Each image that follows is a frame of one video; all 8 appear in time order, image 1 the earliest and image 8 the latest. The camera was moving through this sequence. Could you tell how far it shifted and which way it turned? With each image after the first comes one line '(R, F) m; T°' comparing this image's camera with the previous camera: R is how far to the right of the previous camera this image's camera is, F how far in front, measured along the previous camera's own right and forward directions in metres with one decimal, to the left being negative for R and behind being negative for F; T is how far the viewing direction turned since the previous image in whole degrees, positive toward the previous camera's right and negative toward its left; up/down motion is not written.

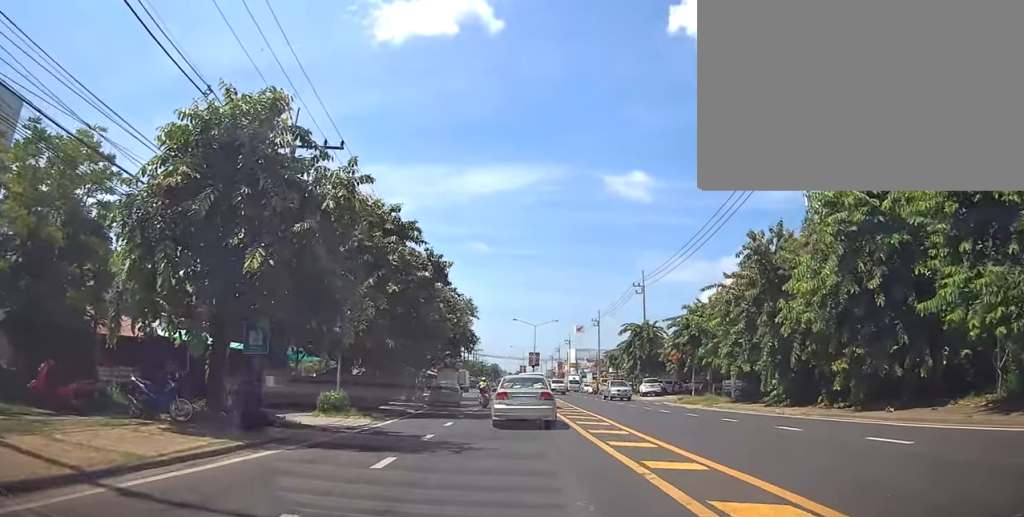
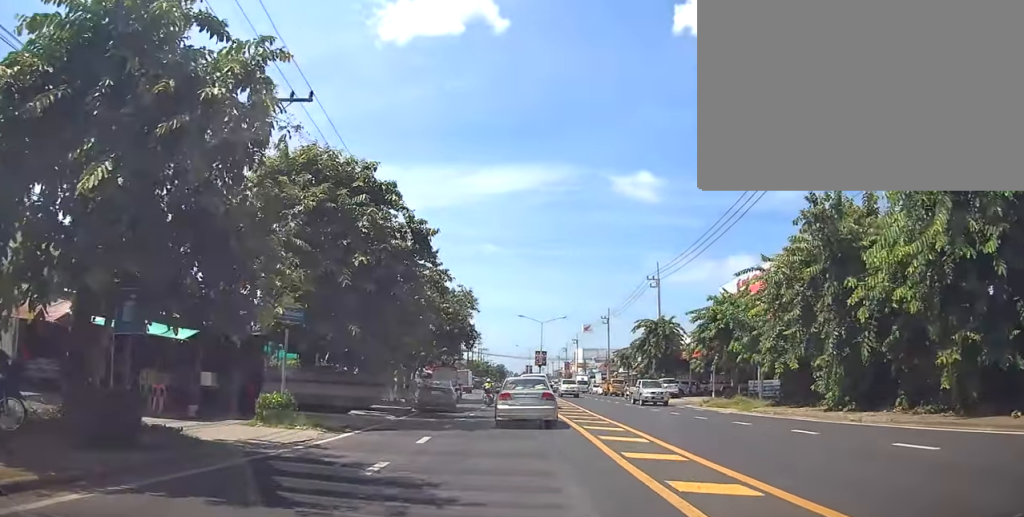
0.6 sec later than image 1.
(-0.1, +4.9) m; -1°
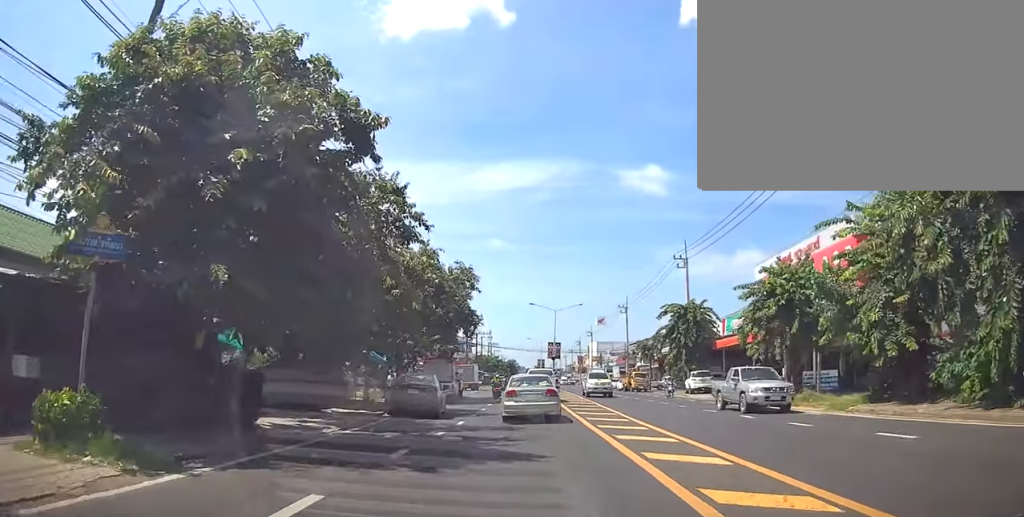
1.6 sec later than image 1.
(0.0, +7.5) m; 0°
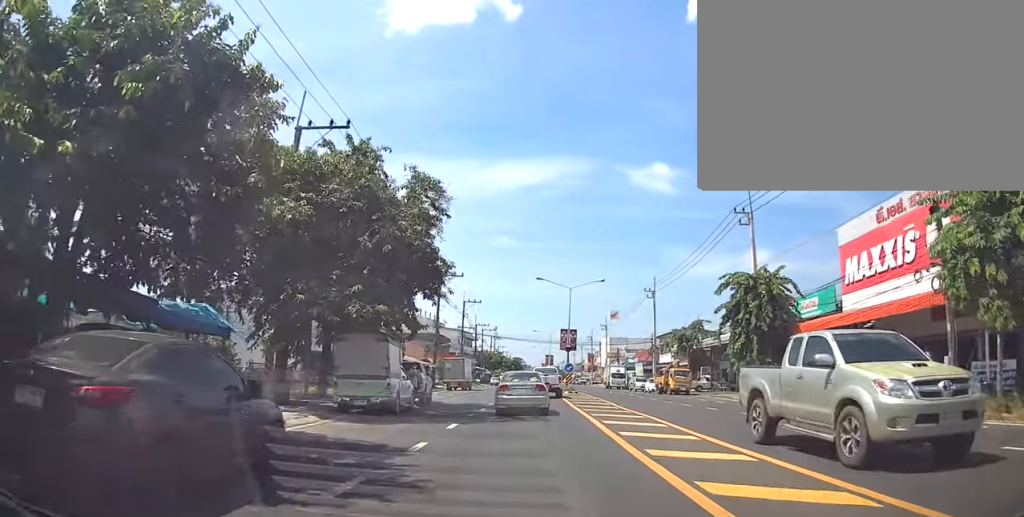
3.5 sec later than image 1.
(+0.1, +15.2) m; +6°
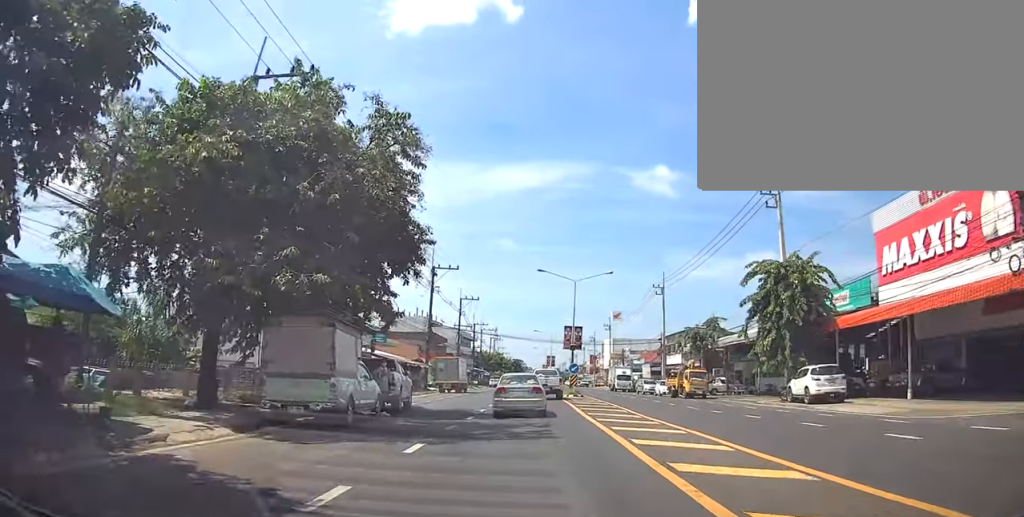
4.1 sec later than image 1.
(+0.3, +4.4) m; +1°
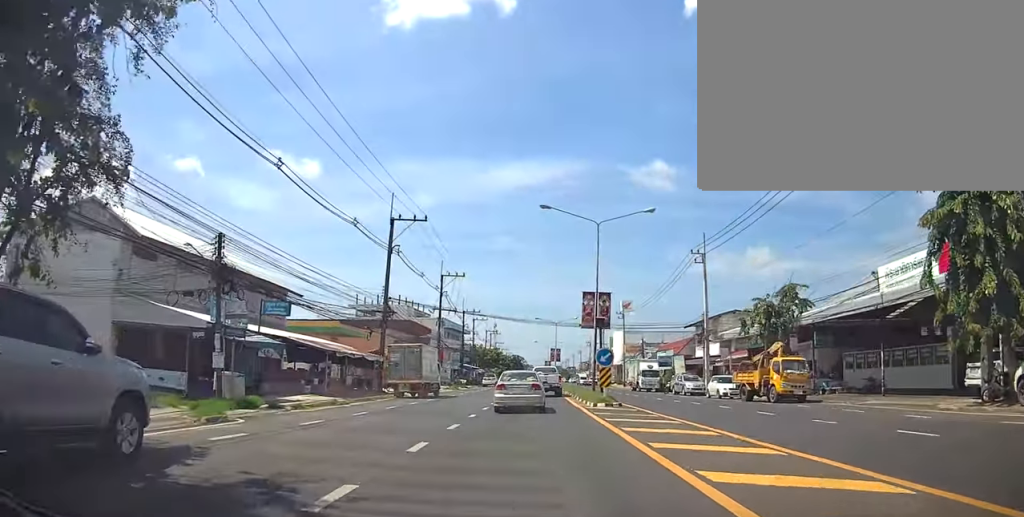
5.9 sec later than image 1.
(-0.7, +15.7) m; -8°
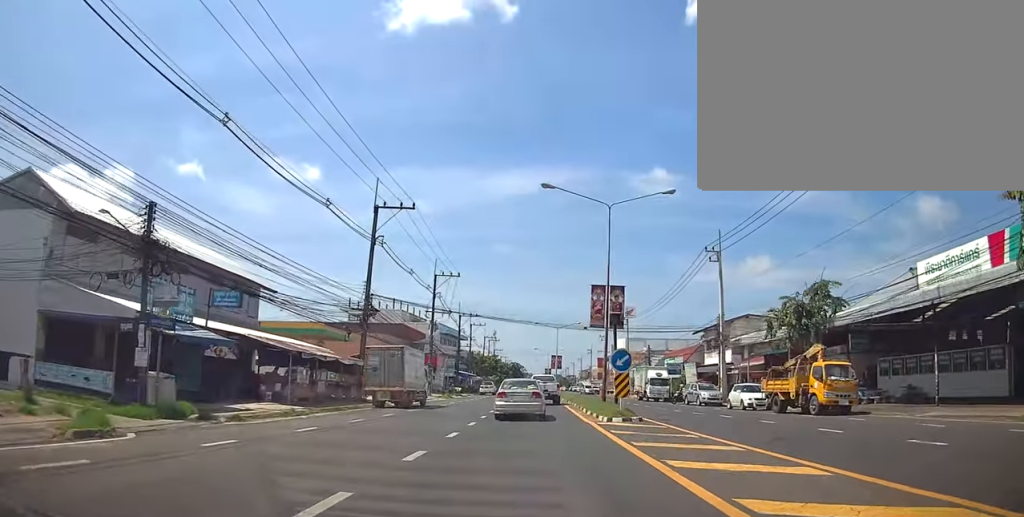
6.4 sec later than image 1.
(-0.3, +4.2) m; 0°
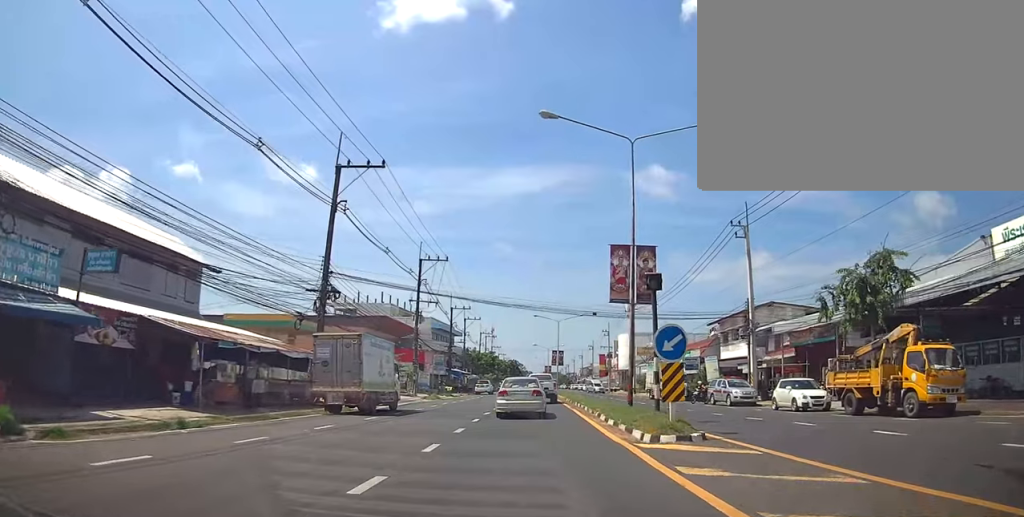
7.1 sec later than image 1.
(+0.1, +6.6) m; +3°
